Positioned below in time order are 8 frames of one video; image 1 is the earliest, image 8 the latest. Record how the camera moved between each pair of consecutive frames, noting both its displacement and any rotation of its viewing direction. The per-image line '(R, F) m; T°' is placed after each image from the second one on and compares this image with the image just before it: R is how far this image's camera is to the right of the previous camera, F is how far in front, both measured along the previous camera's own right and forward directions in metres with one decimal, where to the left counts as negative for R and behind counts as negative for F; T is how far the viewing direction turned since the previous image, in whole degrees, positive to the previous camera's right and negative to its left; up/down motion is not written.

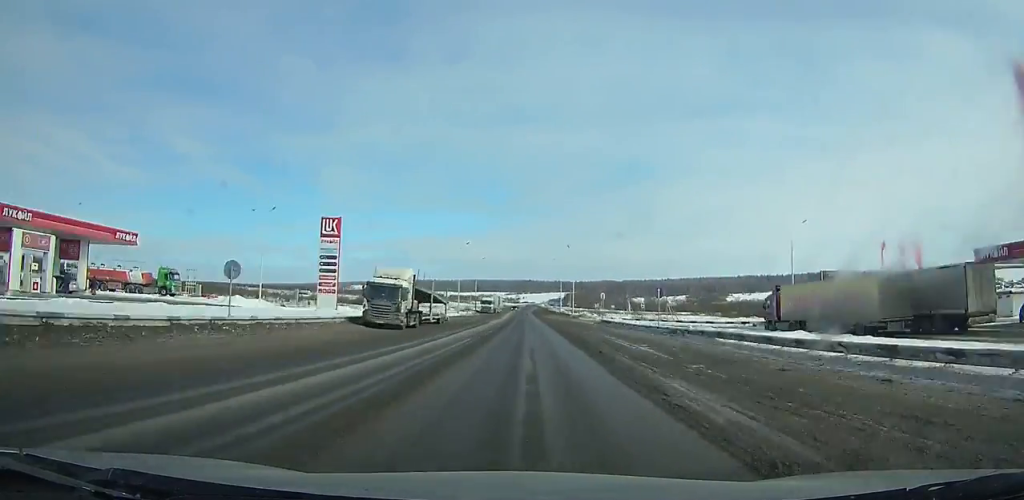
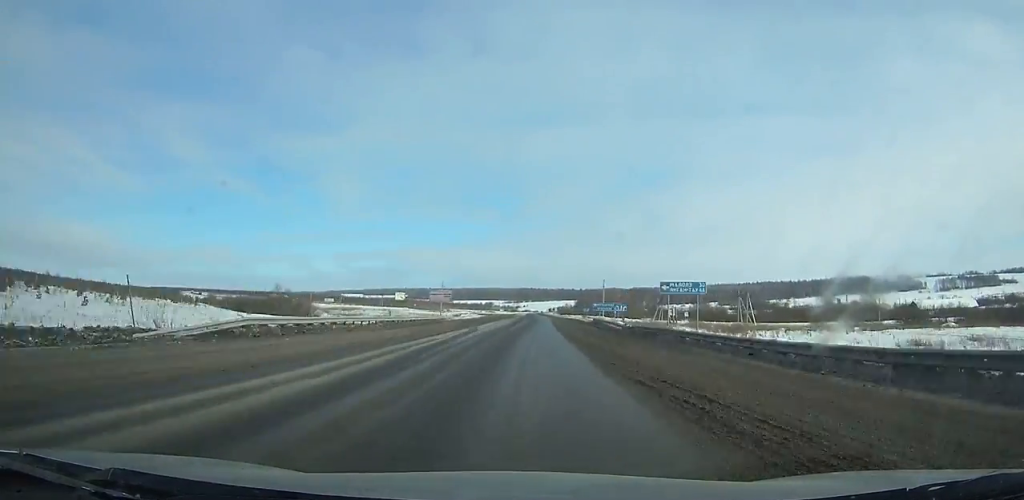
(-0.7, +159.1) m; 0°
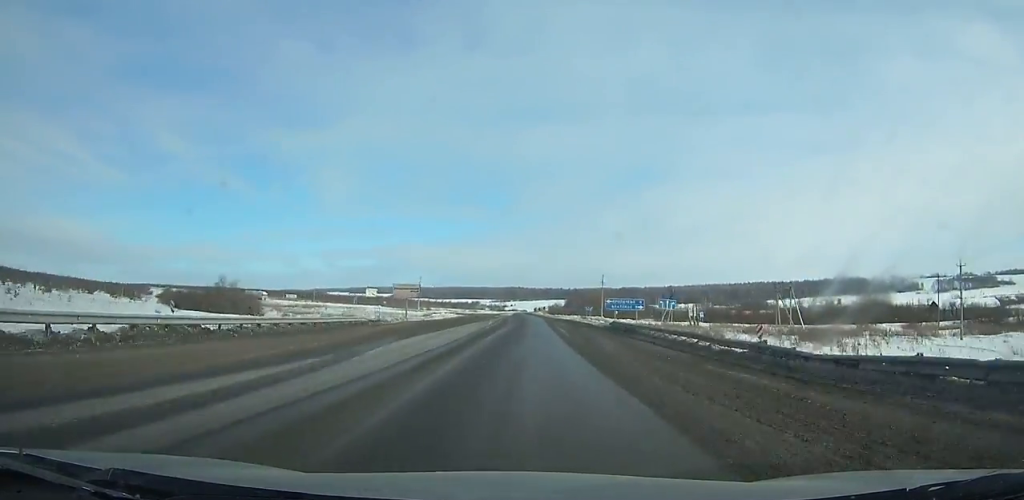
(+0.1, +30.4) m; 0°
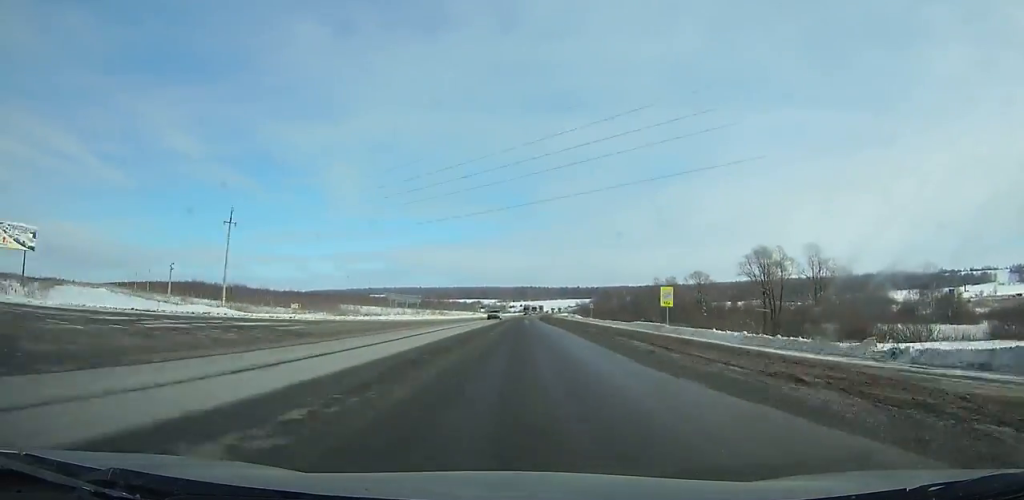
(-0.1, +181.1) m; -1°
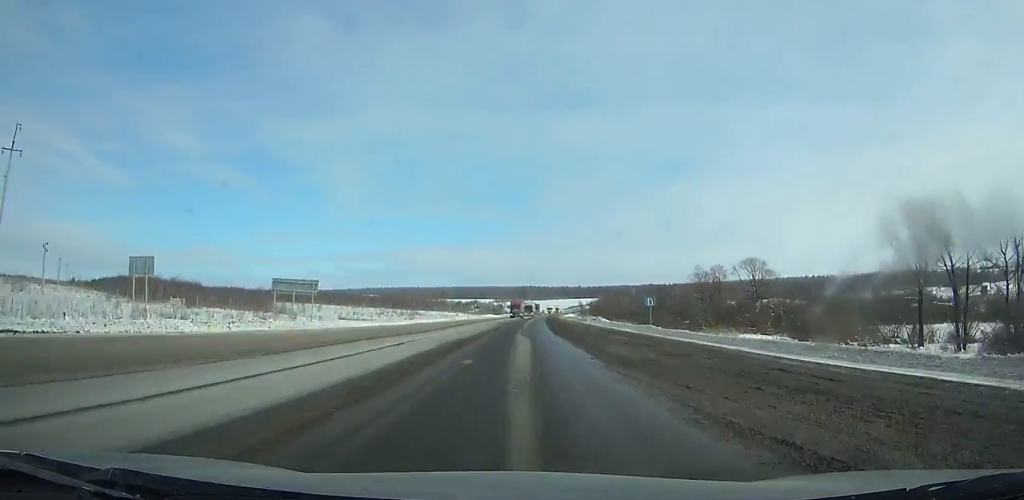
(0.0, +44.9) m; 0°
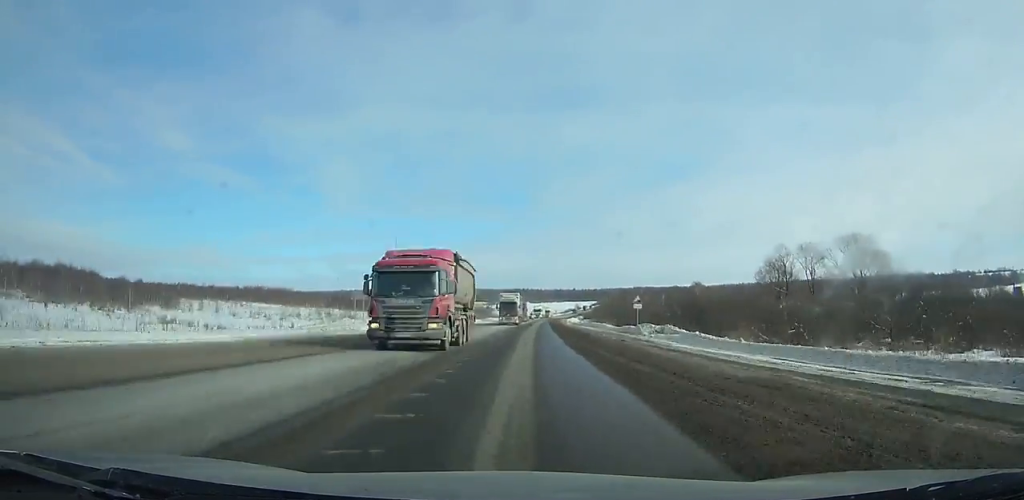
(-0.1, +47.2) m; +1°
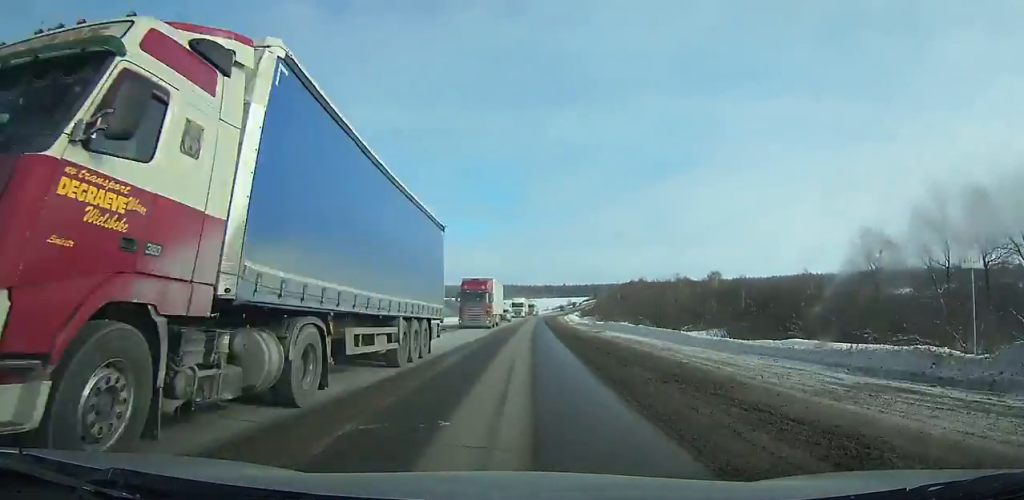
(+0.3, +40.1) m; +1°
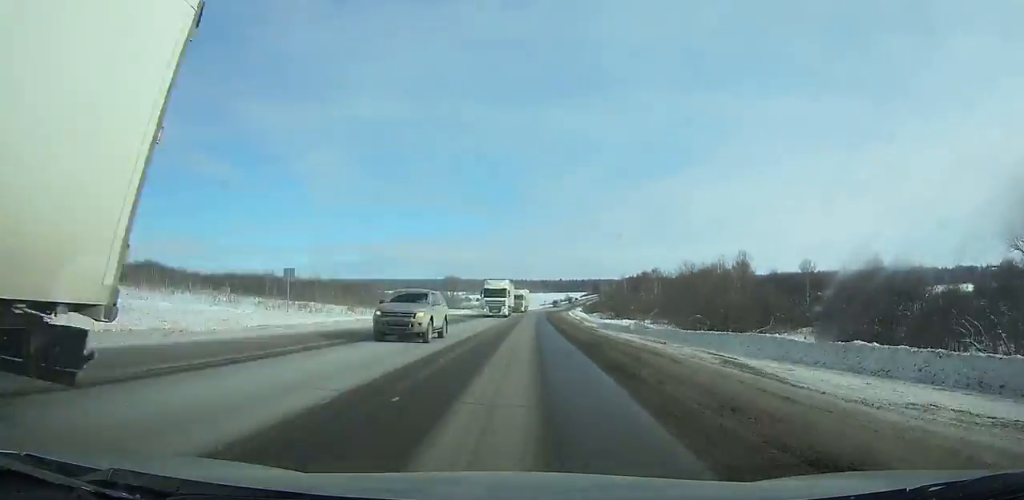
(0.0, +30.7) m; +1°
